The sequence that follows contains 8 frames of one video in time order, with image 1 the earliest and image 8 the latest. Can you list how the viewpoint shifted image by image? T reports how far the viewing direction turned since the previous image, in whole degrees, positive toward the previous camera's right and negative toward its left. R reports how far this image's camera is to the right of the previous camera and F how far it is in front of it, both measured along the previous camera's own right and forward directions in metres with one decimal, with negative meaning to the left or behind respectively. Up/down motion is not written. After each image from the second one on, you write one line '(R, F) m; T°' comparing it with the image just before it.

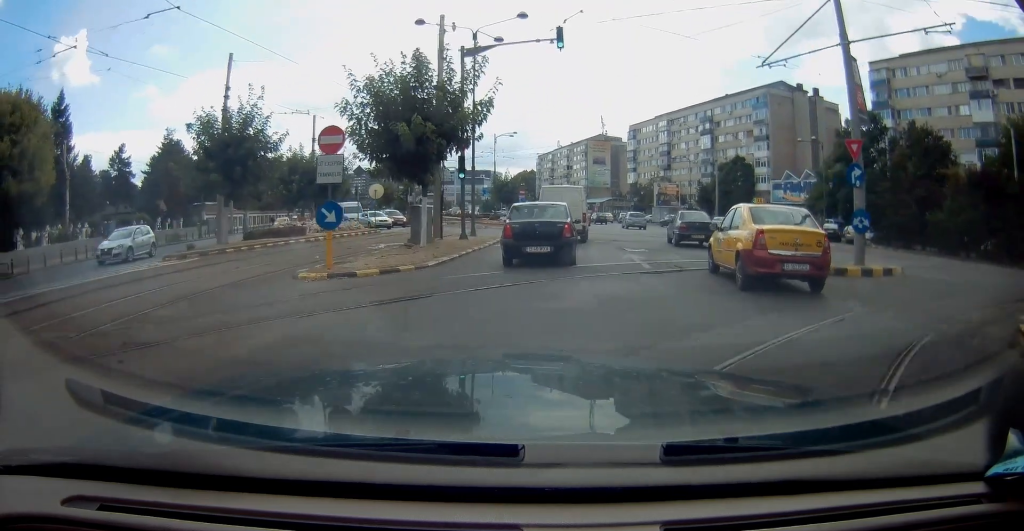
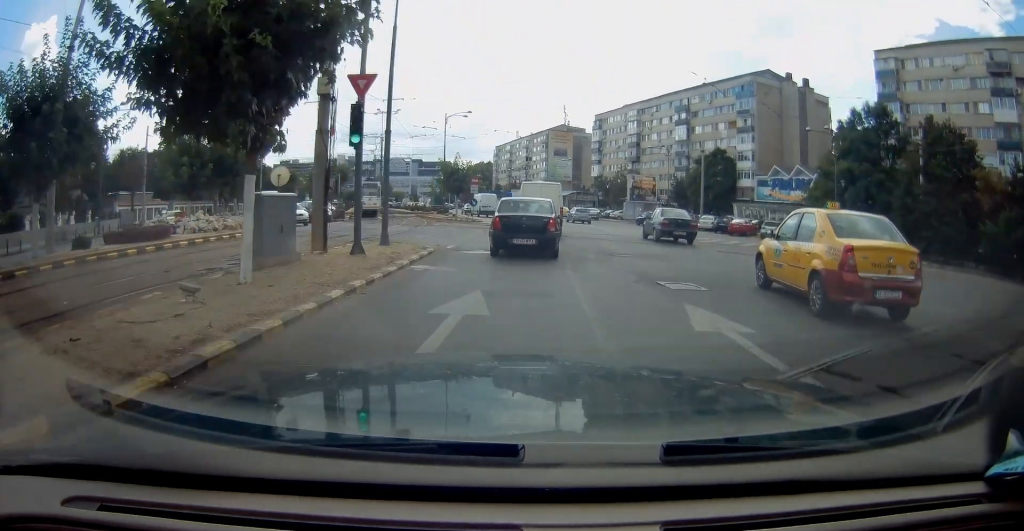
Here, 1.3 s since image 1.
(+0.4, +10.3) m; +3°
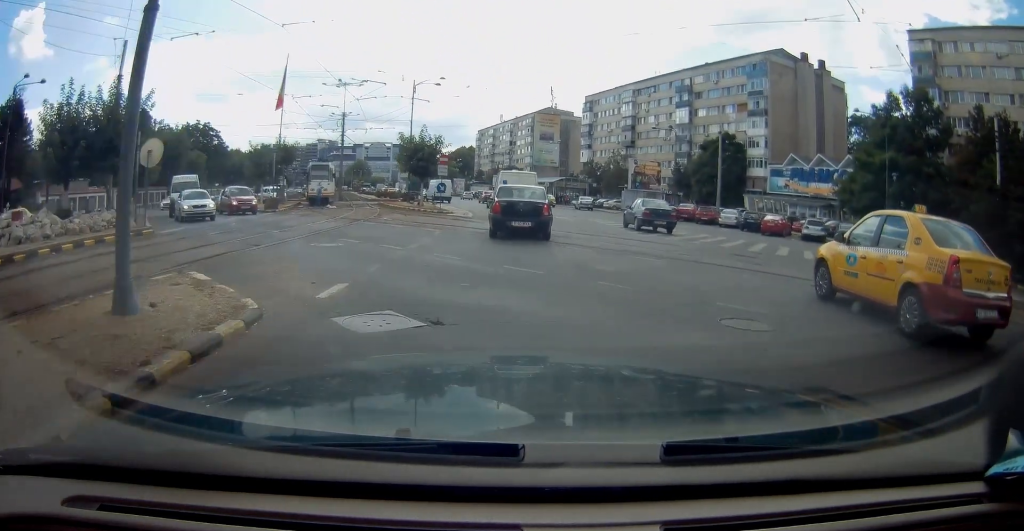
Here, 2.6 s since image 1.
(+0.2, +10.4) m; +2°
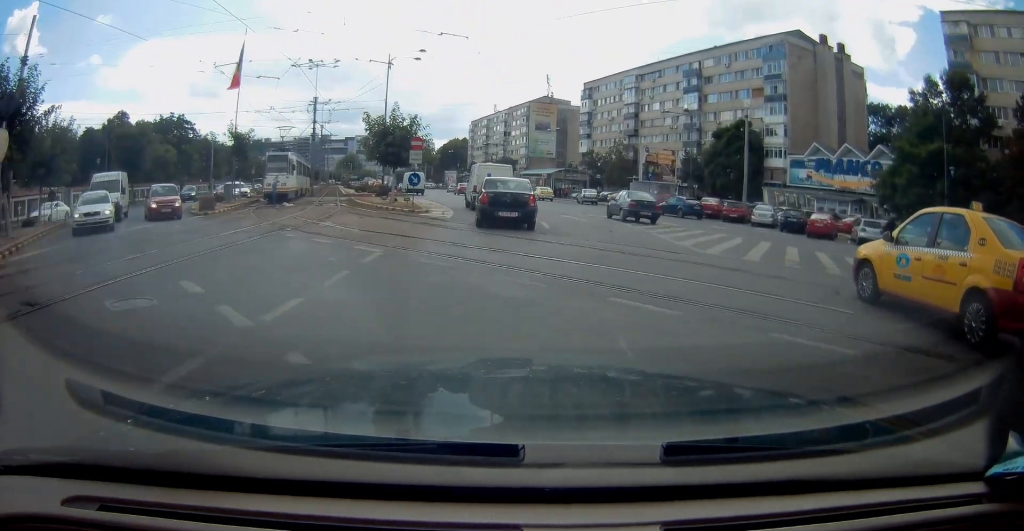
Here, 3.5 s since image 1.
(+0.1, +7.3) m; +1°
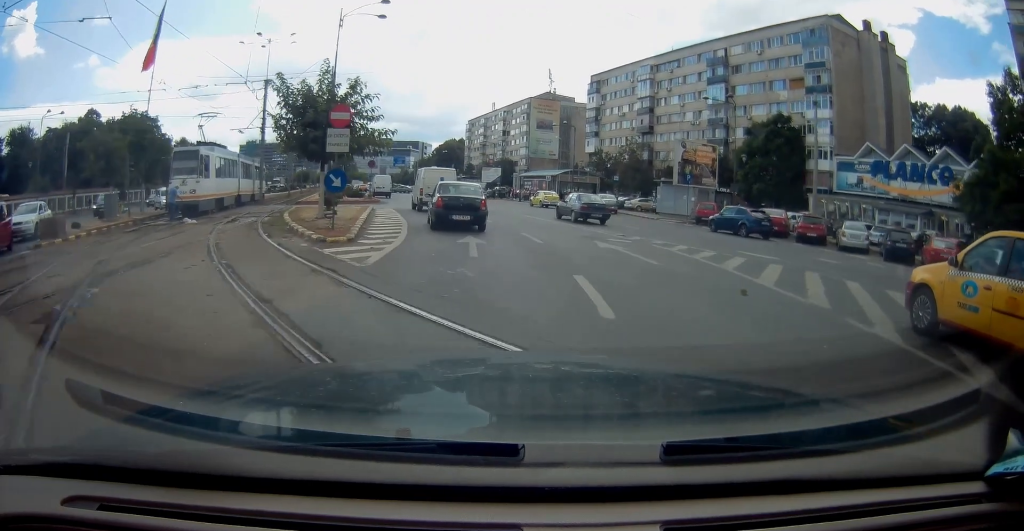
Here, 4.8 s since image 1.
(0.0, +11.5) m; -1°
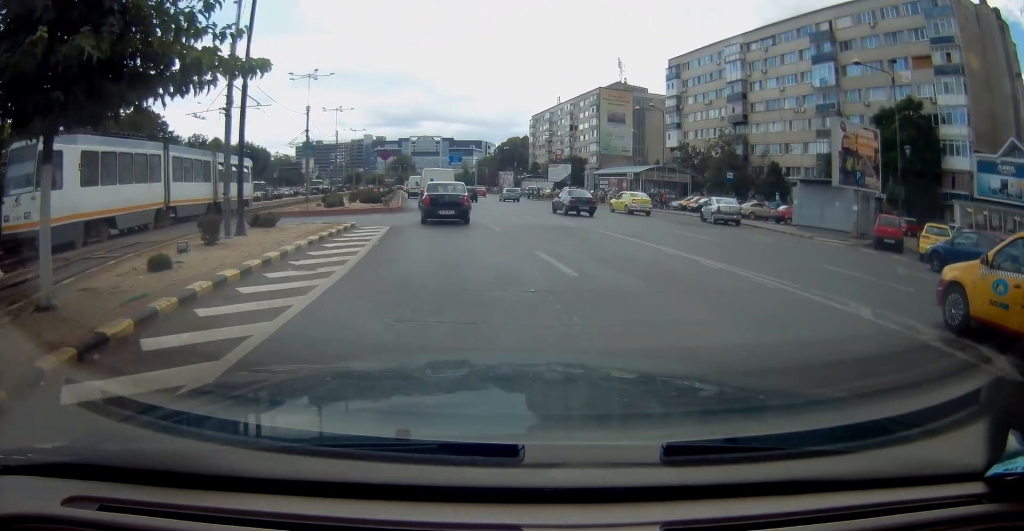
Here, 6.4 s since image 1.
(-0.4, +14.6) m; -5°
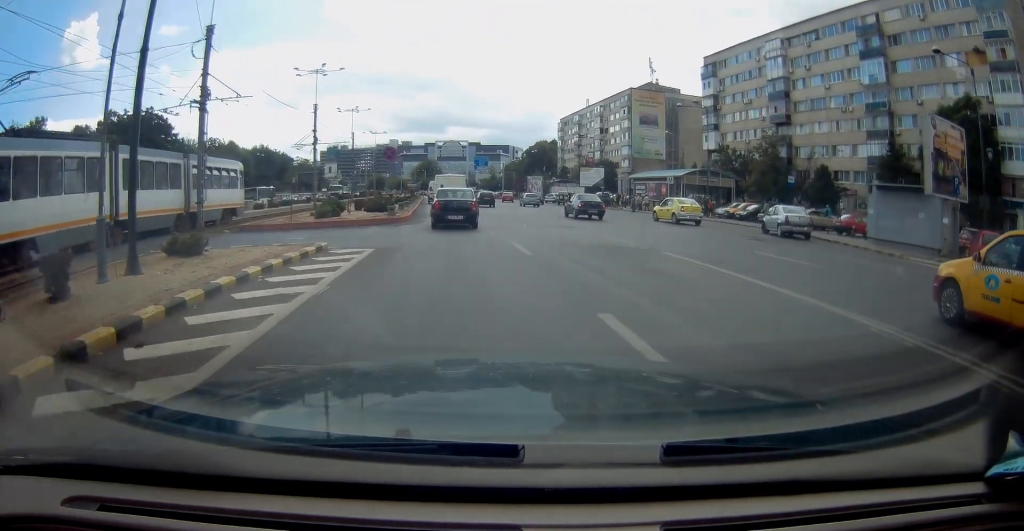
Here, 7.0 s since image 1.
(-0.2, +5.5) m; -3°
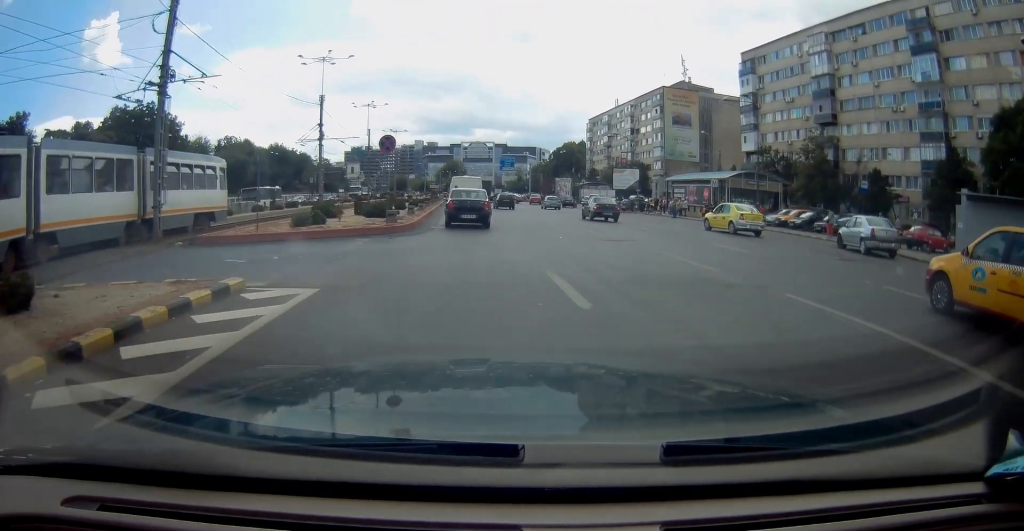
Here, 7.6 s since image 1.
(-0.1, +5.5) m; -2°
